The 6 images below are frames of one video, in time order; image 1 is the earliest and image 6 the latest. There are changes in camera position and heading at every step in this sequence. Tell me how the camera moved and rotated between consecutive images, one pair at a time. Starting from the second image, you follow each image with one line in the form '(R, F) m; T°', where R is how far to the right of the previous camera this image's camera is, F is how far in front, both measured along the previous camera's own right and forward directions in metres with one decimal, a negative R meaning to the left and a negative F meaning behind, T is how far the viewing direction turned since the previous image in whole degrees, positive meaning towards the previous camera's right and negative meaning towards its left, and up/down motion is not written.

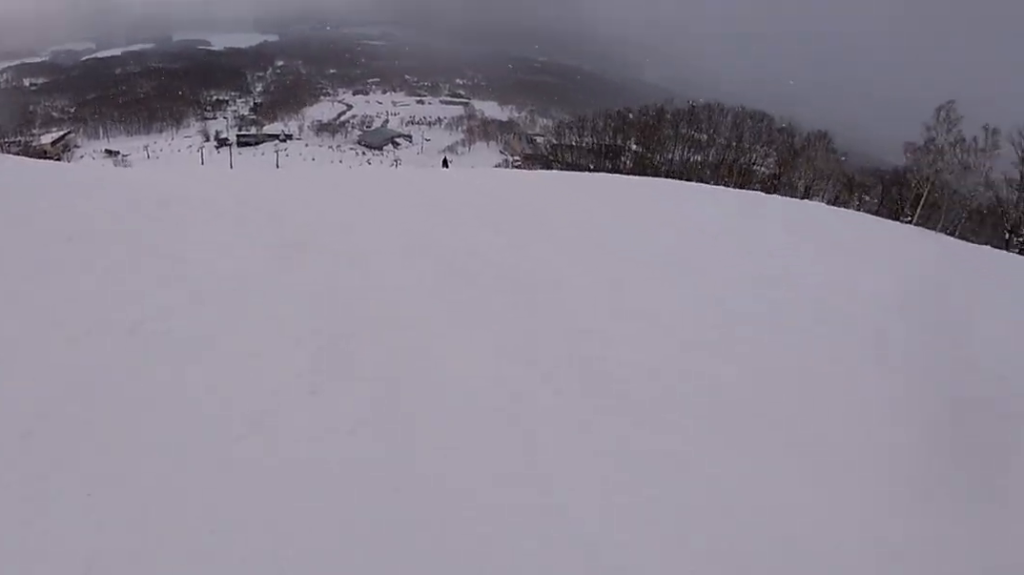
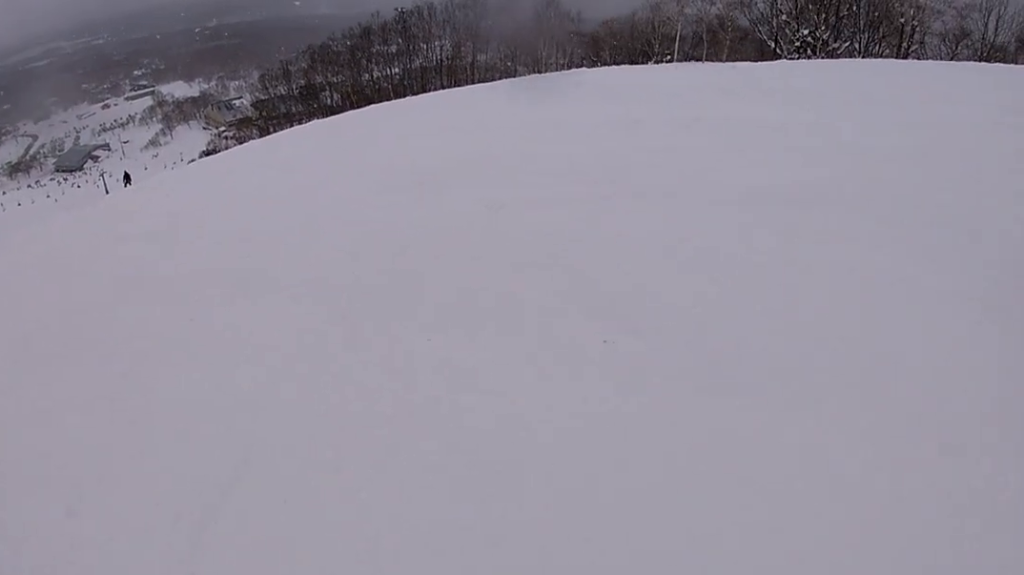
(+2.6, +8.1) m; +38°
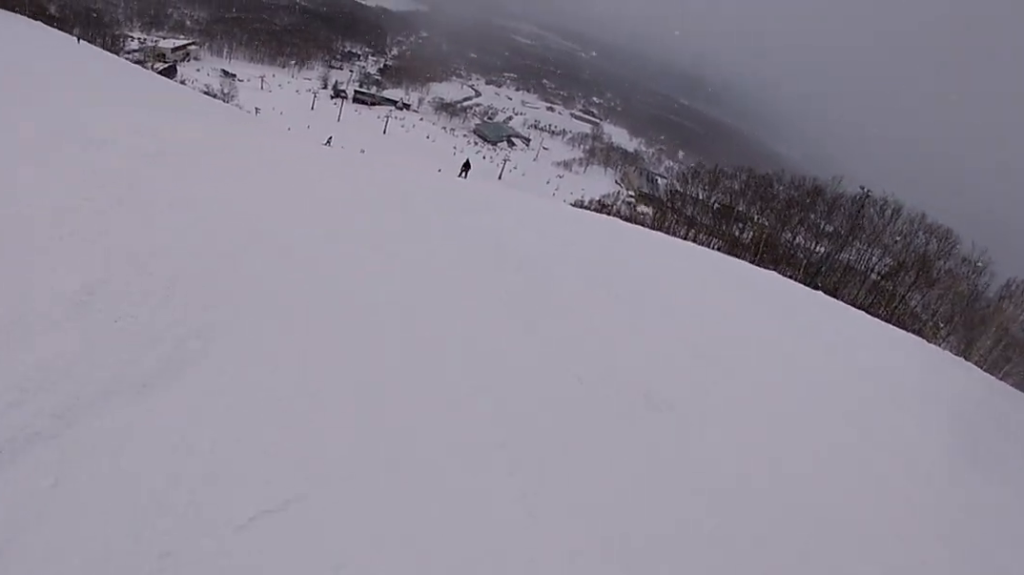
(+0.1, +10.8) m; -26°
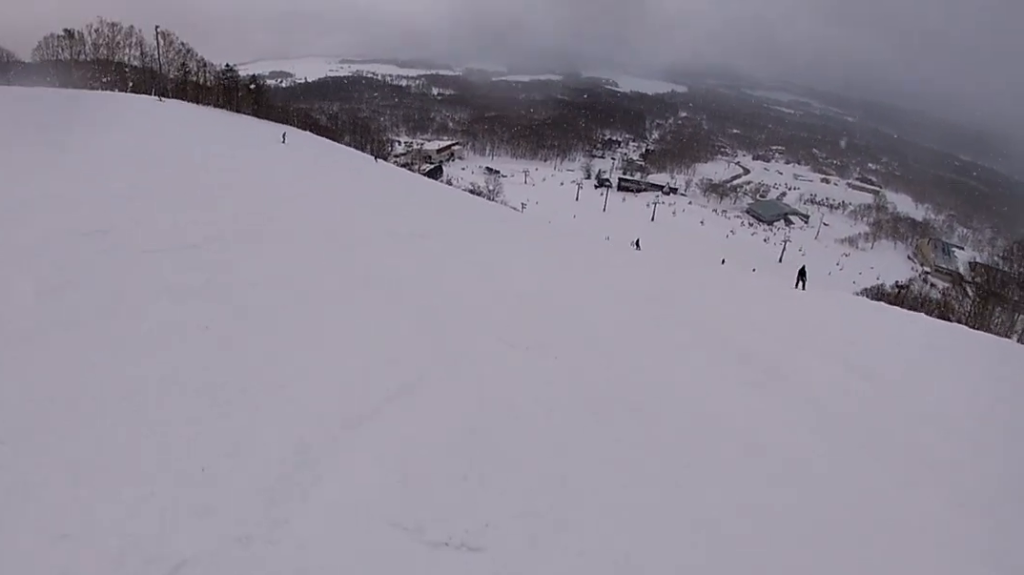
(-3.7, +7.1) m; -28°
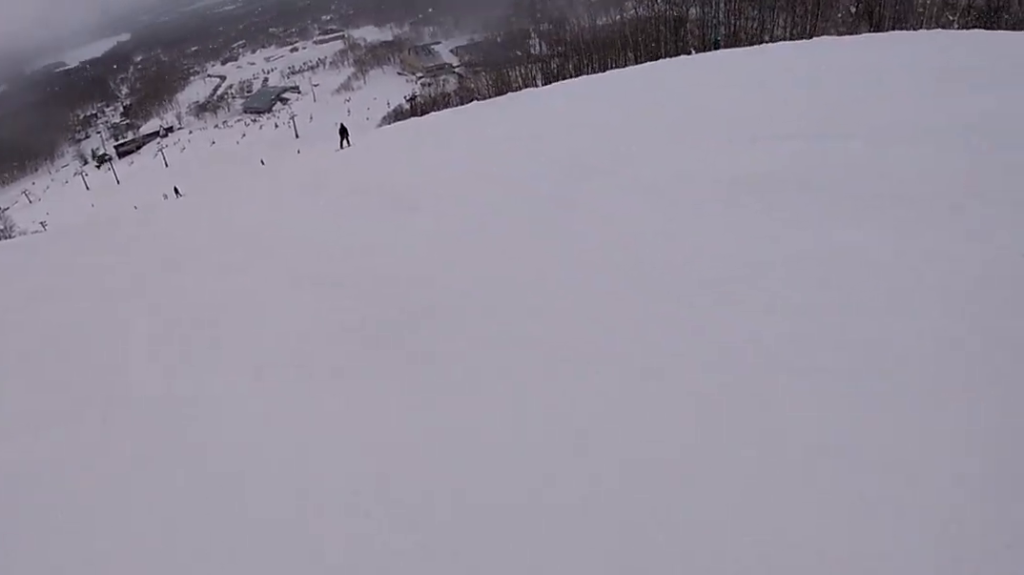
(0.0, +6.5) m; +22°
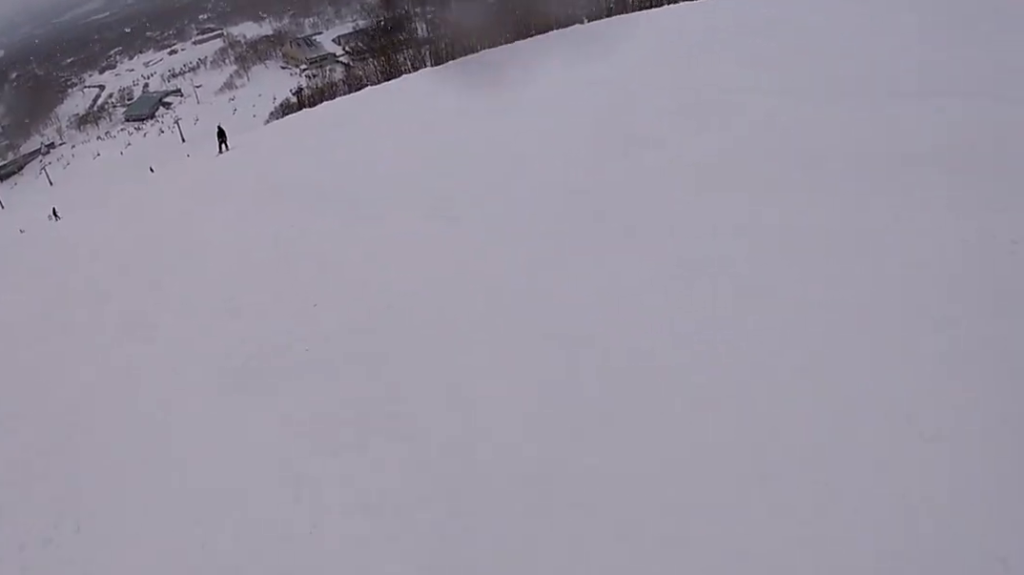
(+0.7, +2.0) m; +10°
